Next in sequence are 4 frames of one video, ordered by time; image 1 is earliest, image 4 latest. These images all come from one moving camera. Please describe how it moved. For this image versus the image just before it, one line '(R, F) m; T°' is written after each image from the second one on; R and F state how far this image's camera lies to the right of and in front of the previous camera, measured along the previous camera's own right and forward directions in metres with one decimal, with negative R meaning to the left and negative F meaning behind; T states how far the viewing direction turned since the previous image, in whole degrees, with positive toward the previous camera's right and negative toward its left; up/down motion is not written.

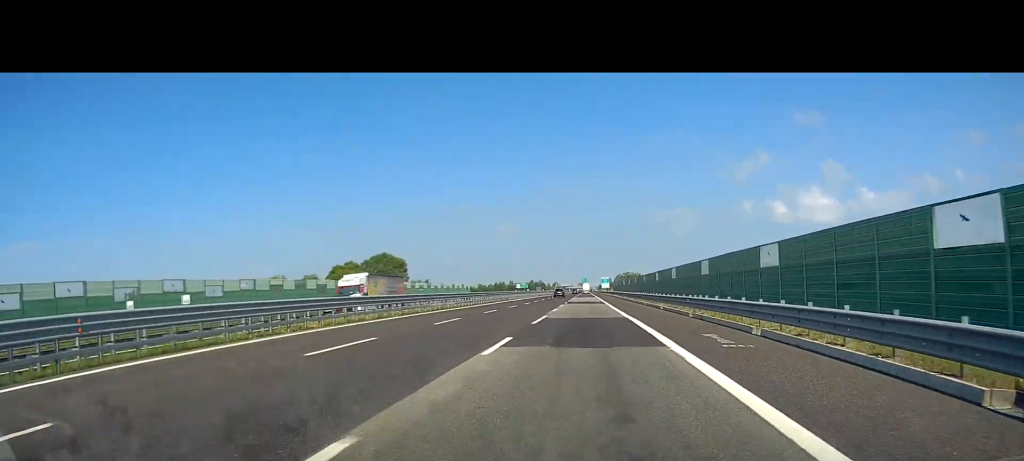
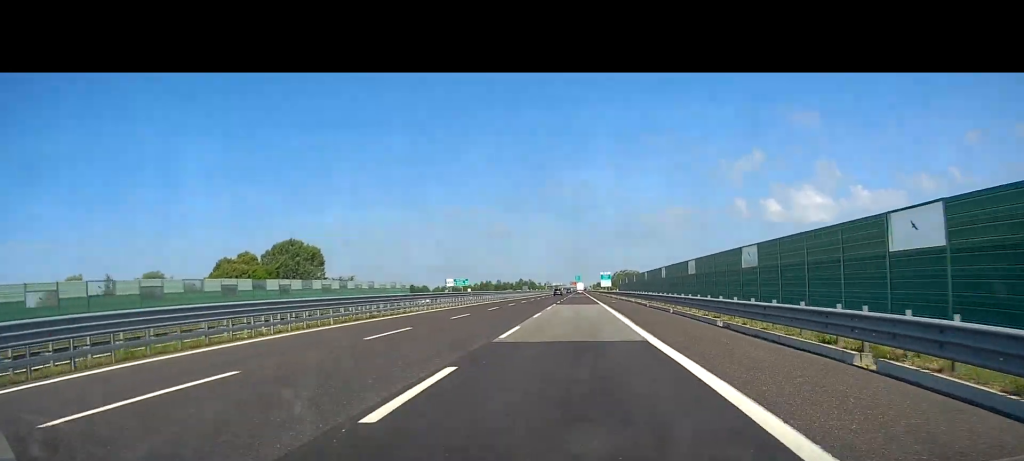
(0.0, +56.2) m; 0°
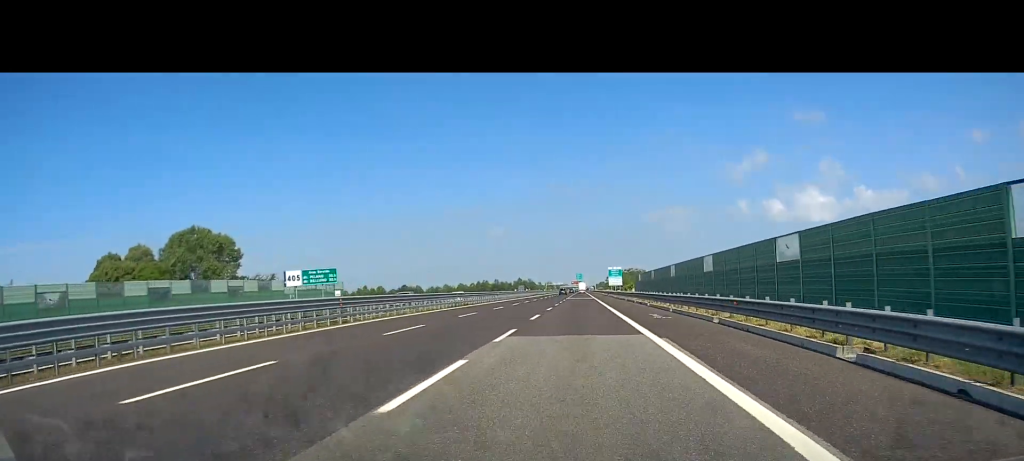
(-0.3, +35.0) m; 0°
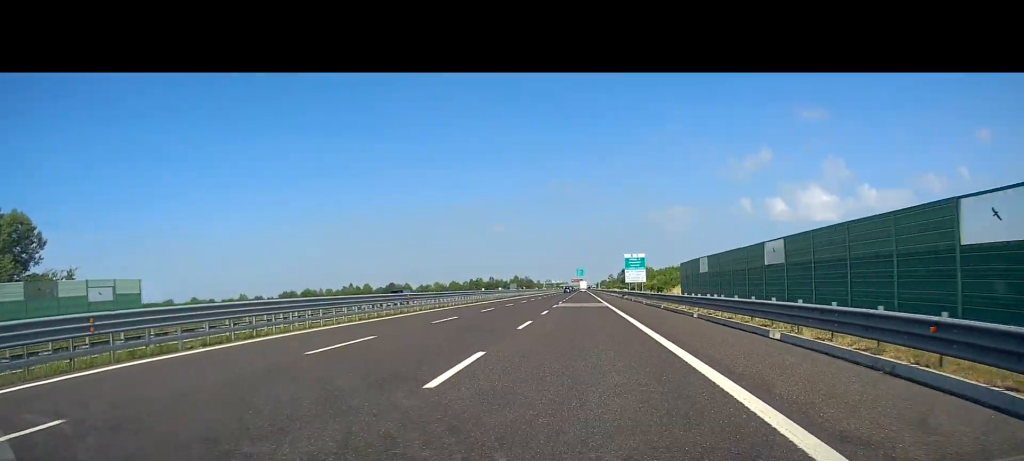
(+0.4, +42.8) m; 0°
